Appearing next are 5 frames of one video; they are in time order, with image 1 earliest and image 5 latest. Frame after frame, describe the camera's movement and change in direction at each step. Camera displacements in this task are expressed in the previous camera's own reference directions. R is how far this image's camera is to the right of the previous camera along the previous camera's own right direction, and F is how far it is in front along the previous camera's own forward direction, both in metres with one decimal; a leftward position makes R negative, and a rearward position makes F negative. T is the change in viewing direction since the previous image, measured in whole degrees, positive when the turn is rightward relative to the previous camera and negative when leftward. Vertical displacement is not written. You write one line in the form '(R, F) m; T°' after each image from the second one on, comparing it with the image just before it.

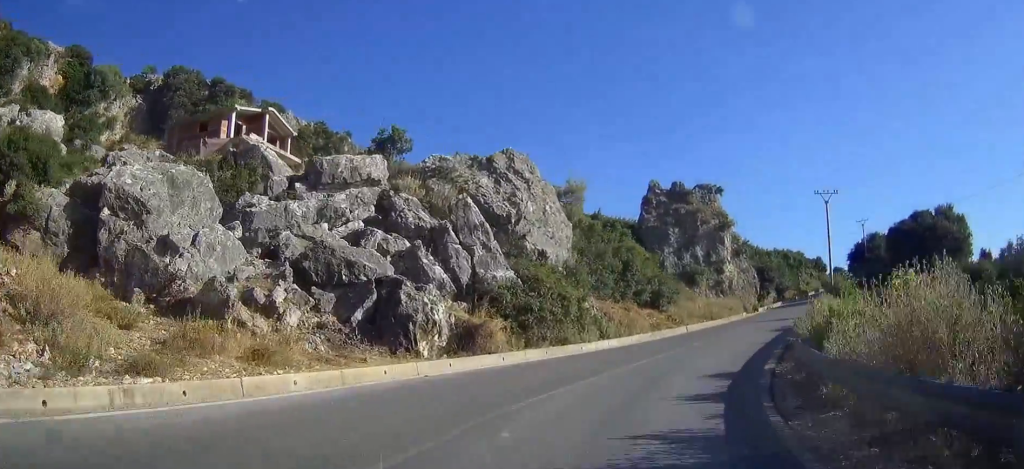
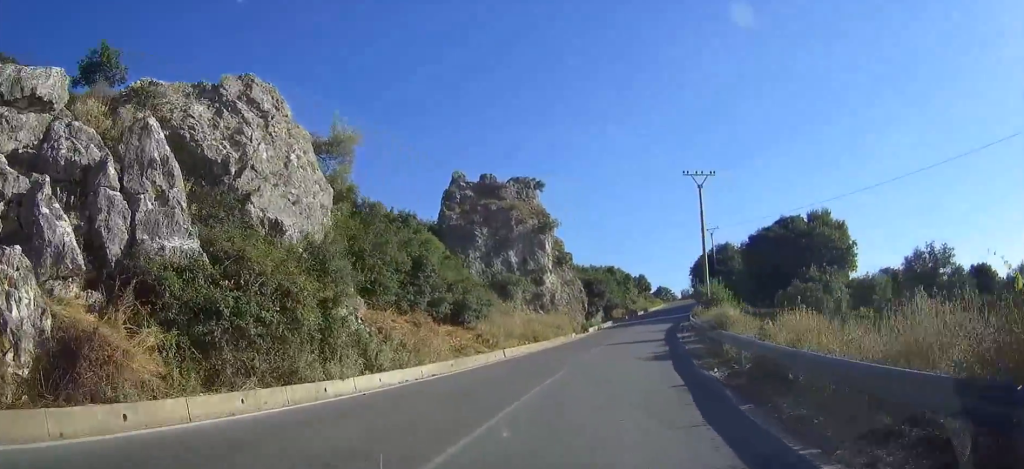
(+1.5, +11.8) m; +14°
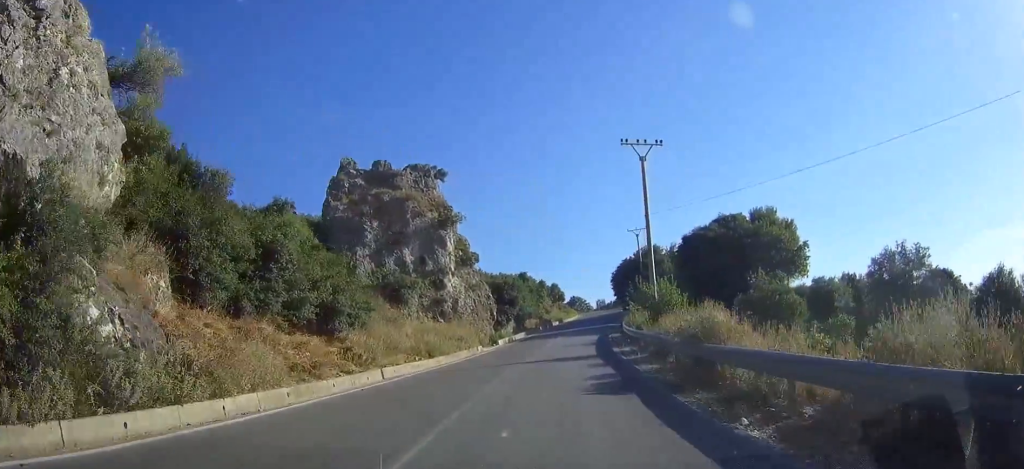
(+0.9, +7.4) m; +6°
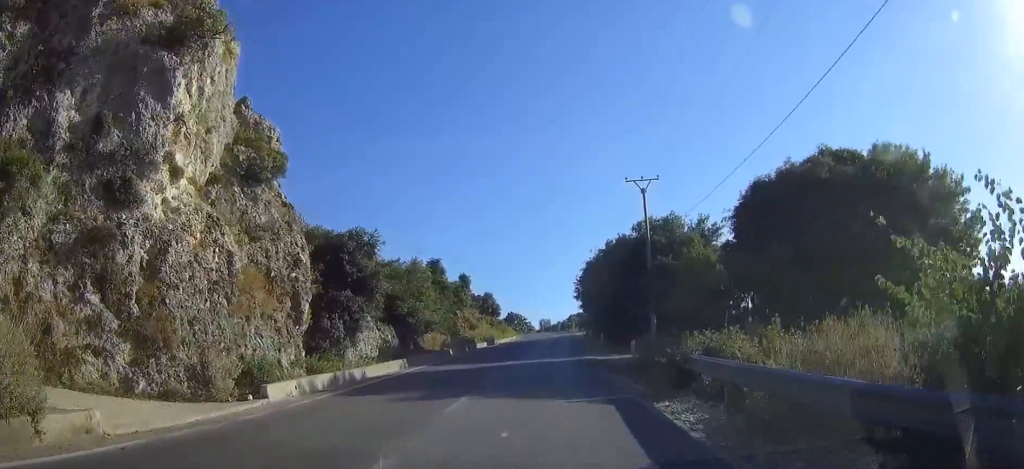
(+3.6, +32.8) m; +9°
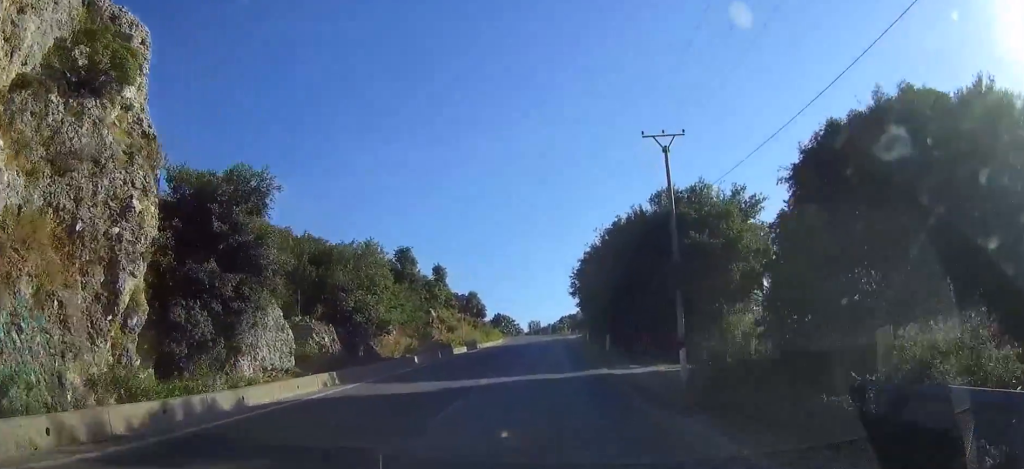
(+0.2, +8.9) m; +1°
